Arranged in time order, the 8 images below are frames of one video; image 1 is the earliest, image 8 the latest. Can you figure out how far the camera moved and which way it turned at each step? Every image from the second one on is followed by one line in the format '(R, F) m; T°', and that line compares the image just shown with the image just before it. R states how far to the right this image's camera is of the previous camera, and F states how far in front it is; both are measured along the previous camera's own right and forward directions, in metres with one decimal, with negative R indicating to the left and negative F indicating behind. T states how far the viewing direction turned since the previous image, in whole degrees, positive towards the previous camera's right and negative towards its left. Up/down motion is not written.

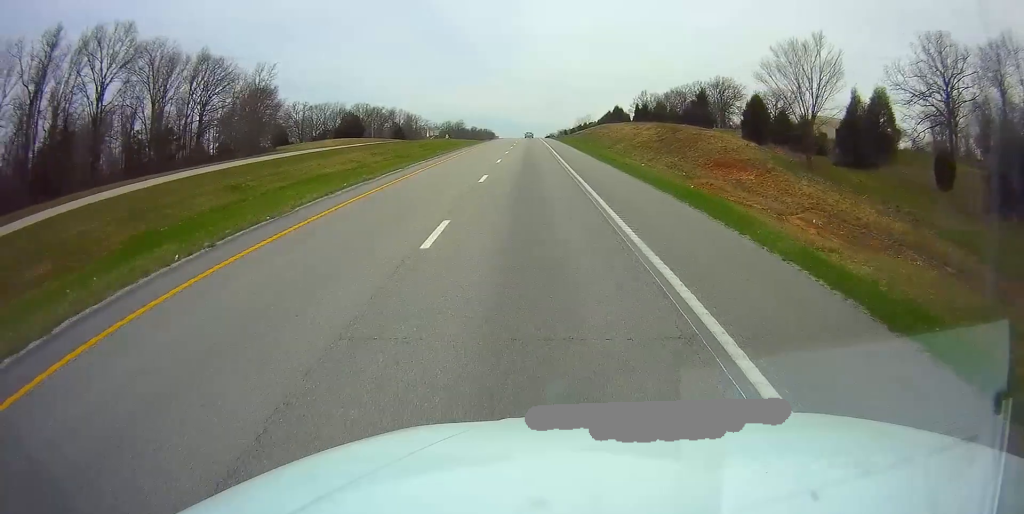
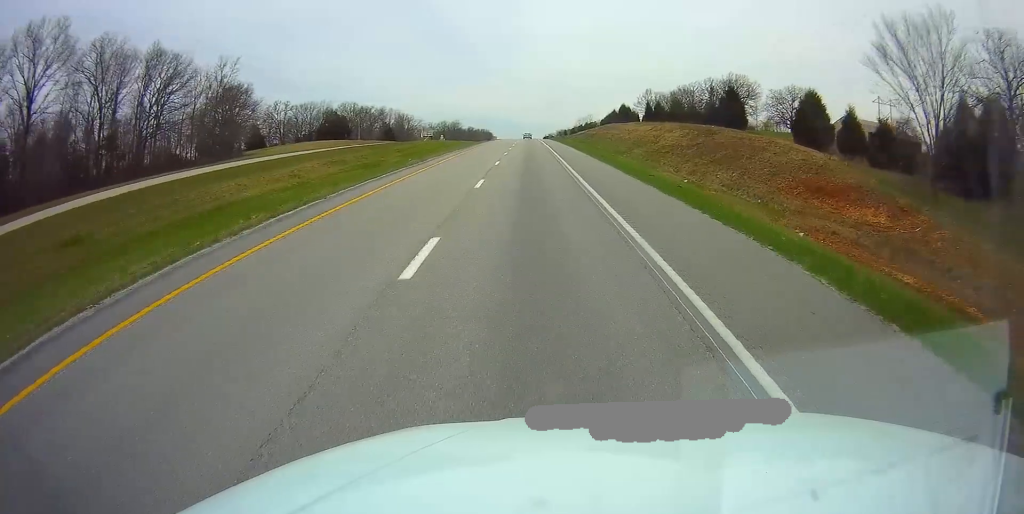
(+0.2, +14.1) m; 0°
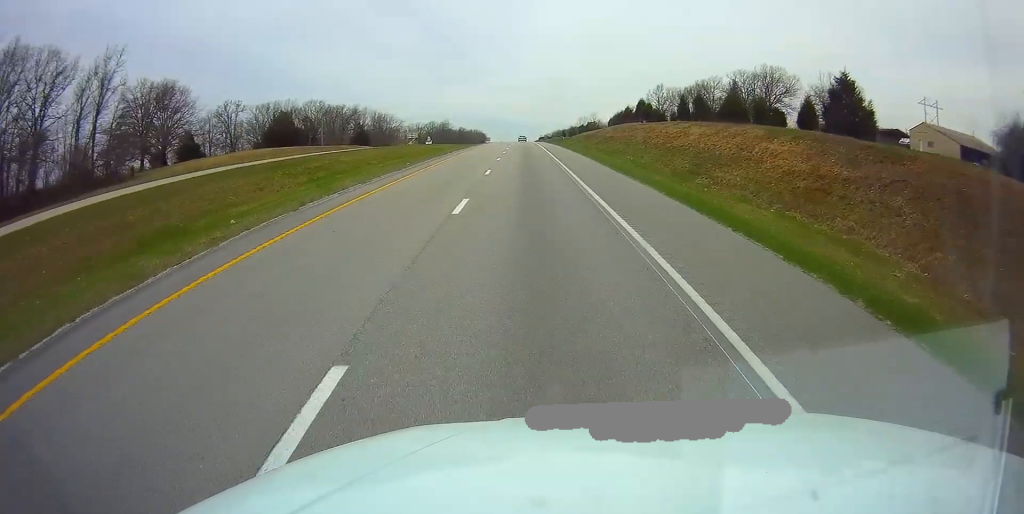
(0.0, +30.1) m; 0°
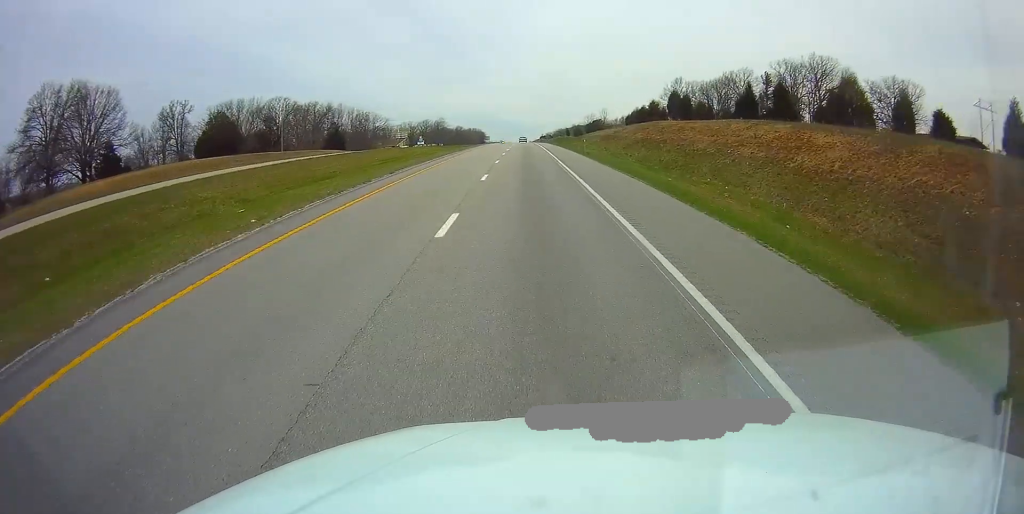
(+0.1, +27.3) m; 0°
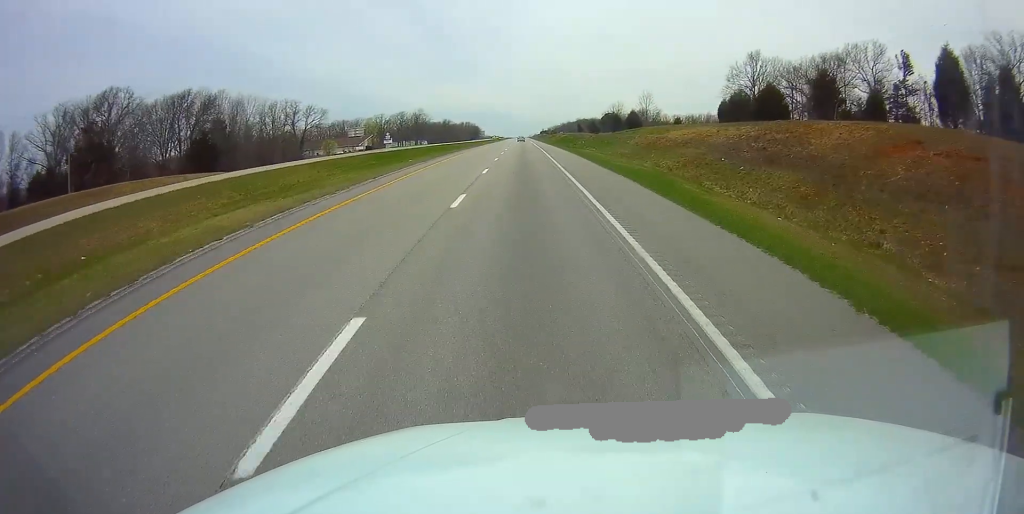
(+0.2, +68.9) m; 0°
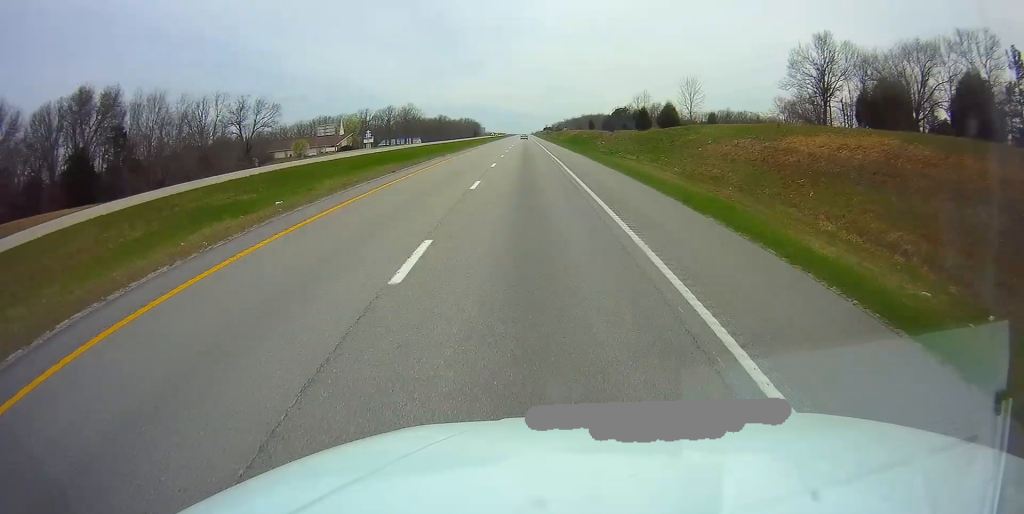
(-0.3, +32.2) m; 0°
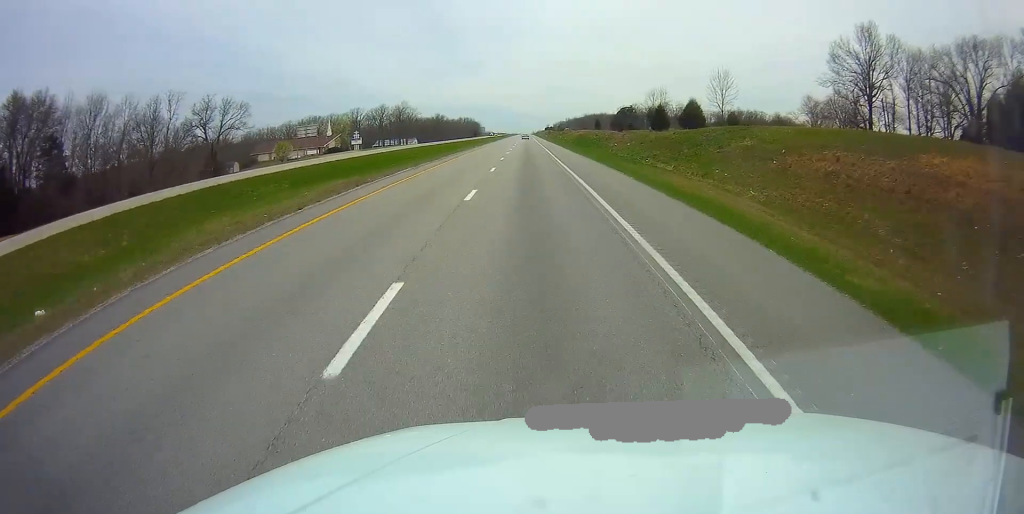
(0.0, +15.2) m; 0°
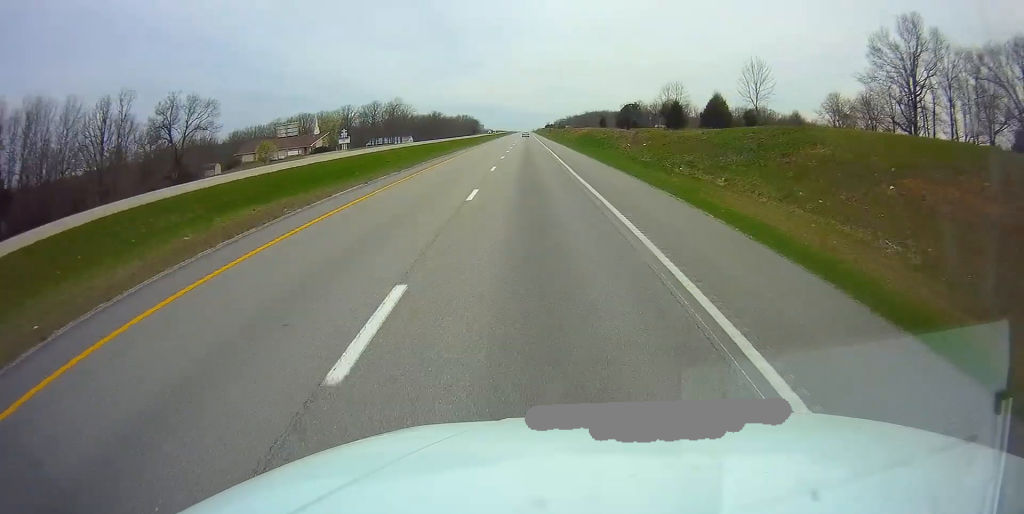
(0.0, +12.4) m; 0°
